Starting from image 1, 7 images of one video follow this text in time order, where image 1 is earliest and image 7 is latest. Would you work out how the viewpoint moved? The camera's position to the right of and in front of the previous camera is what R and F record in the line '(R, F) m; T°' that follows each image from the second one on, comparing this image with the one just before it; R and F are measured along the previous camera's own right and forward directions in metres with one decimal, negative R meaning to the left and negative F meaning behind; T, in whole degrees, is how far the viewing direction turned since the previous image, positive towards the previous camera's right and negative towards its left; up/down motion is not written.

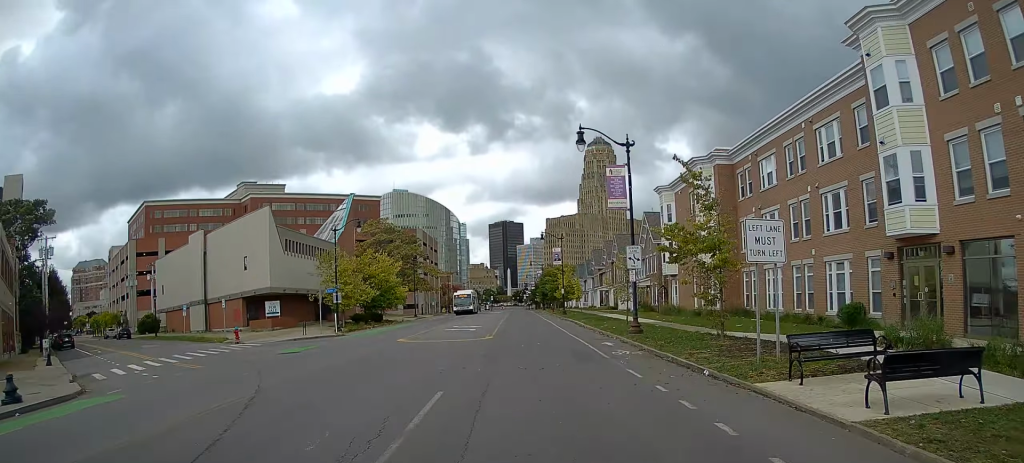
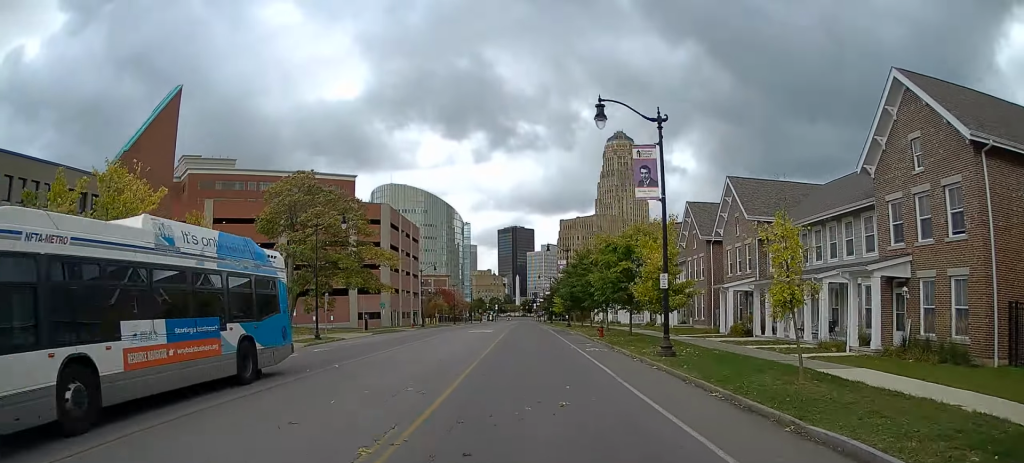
(-0.3, +46.3) m; -1°
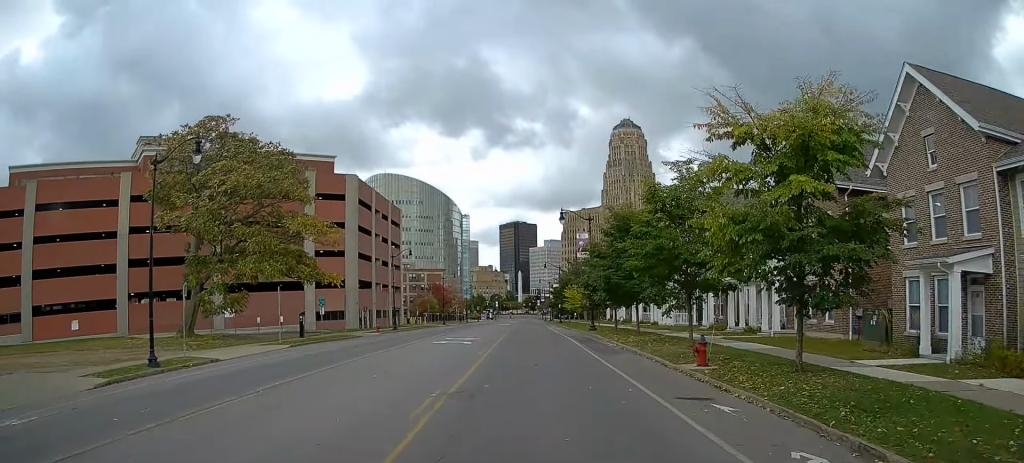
(-0.3, +21.4) m; 0°
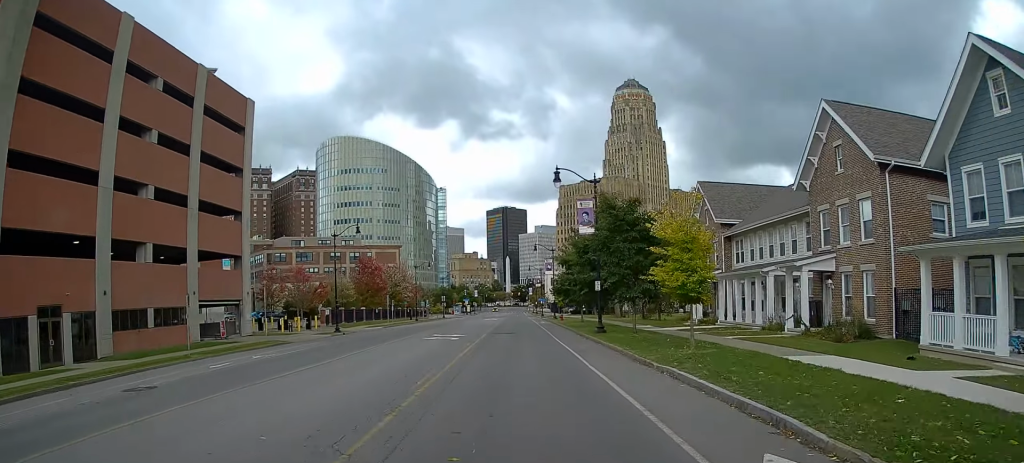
(+0.3, +56.5) m; -1°
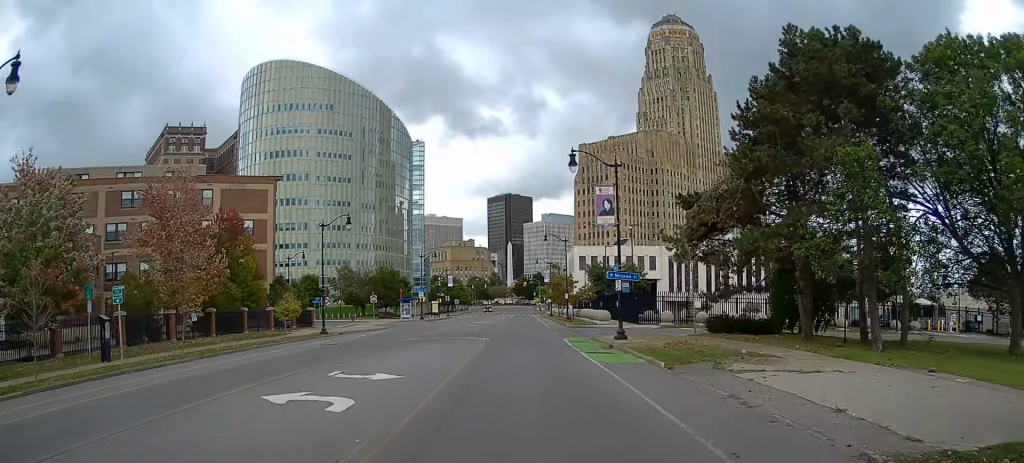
(-1.5, +79.9) m; -1°
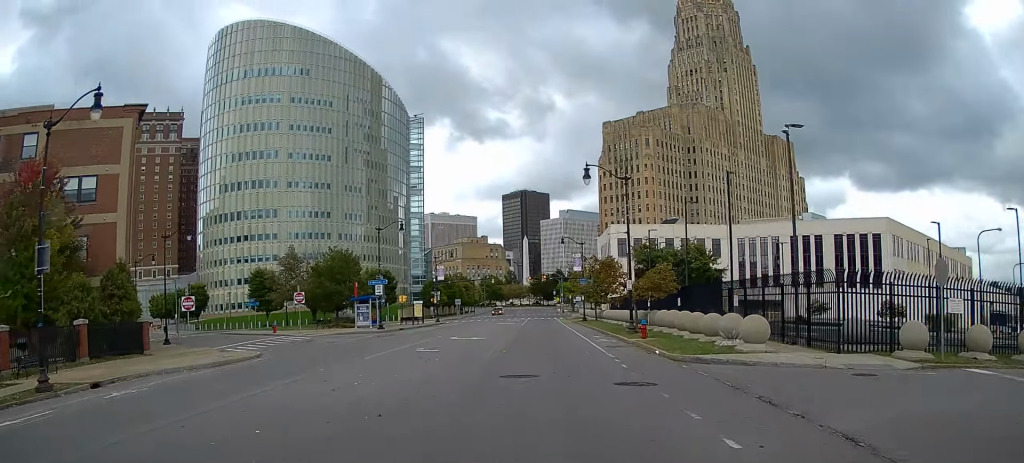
(0.0, +29.6) m; 0°
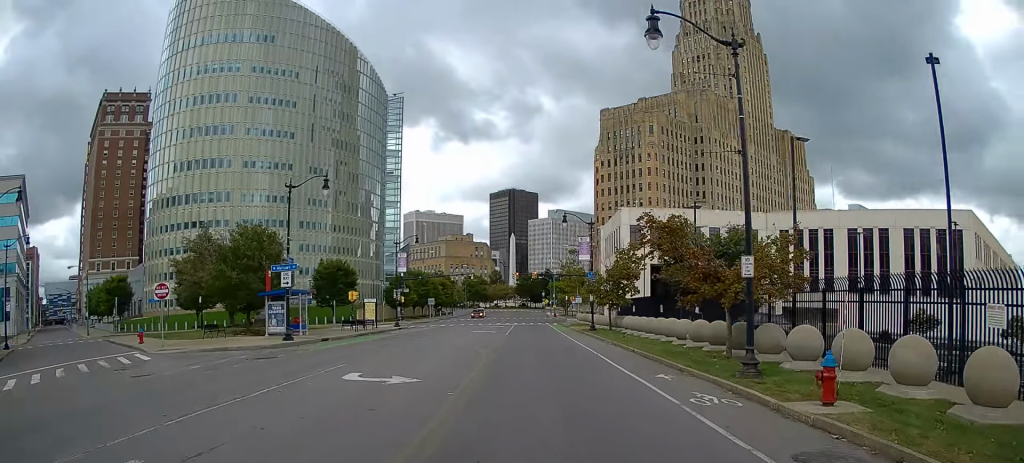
(-0.1, +17.0) m; 0°
